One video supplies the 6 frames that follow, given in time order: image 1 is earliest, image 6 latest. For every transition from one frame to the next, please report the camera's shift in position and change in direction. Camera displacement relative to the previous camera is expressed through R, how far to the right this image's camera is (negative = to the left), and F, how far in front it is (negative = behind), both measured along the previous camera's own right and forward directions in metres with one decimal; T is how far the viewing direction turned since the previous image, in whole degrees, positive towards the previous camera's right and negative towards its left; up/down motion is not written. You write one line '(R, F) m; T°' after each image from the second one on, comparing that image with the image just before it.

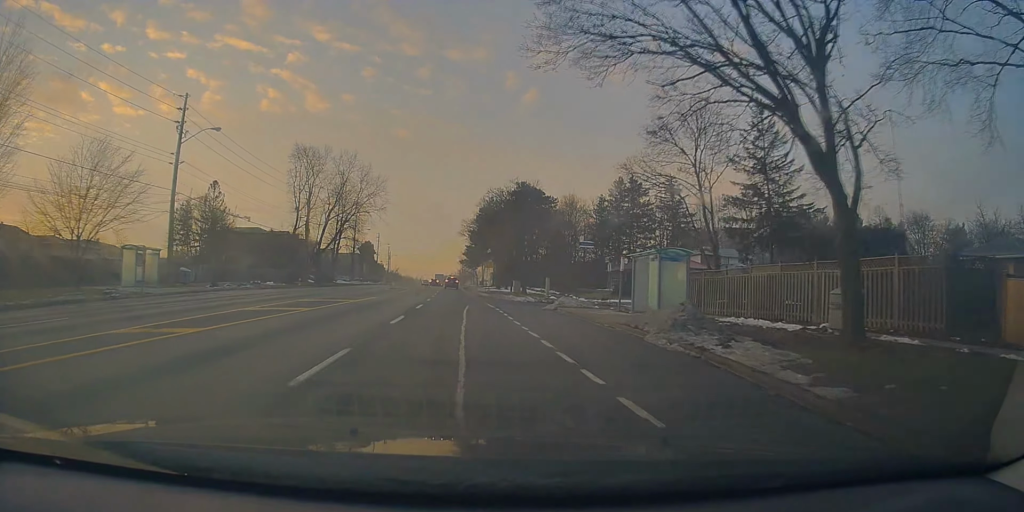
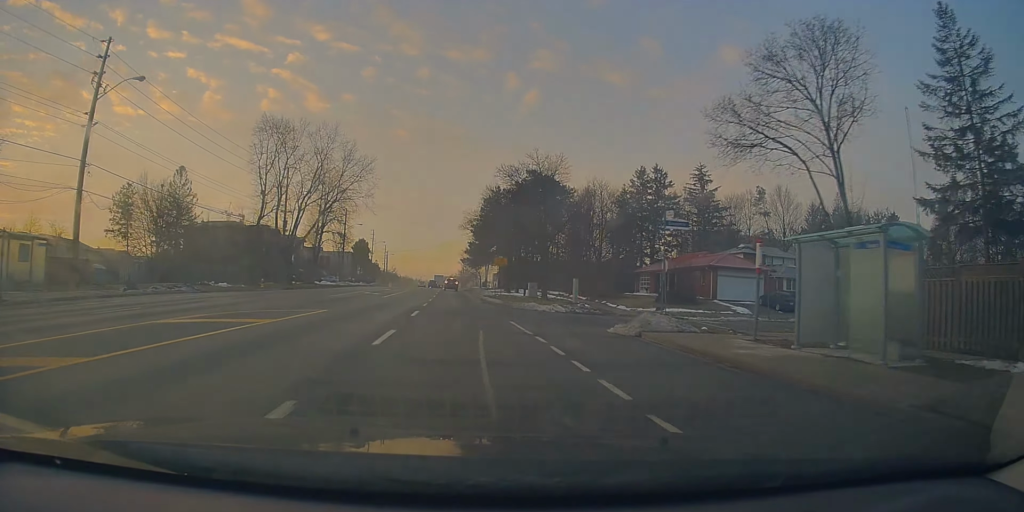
(-0.1, +12.3) m; -1°
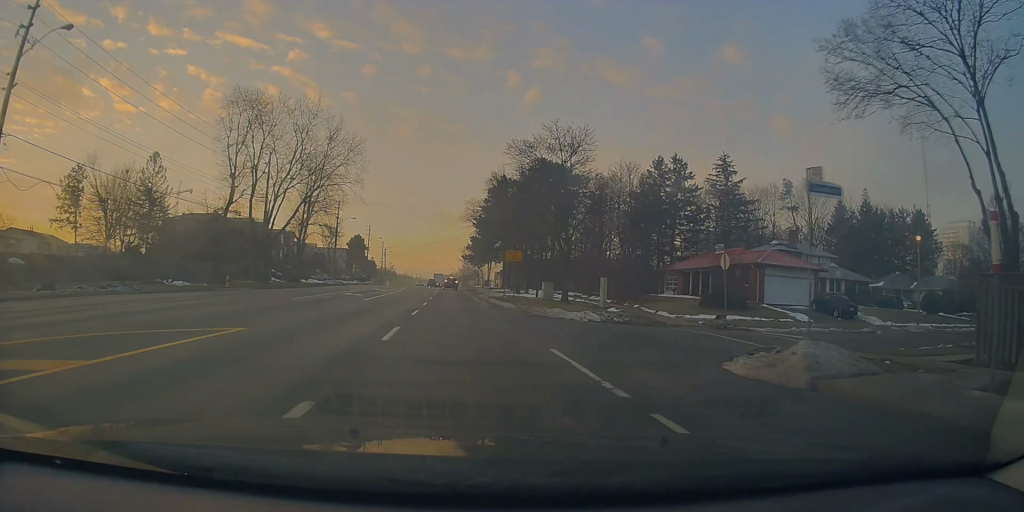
(0.0, +8.0) m; 0°
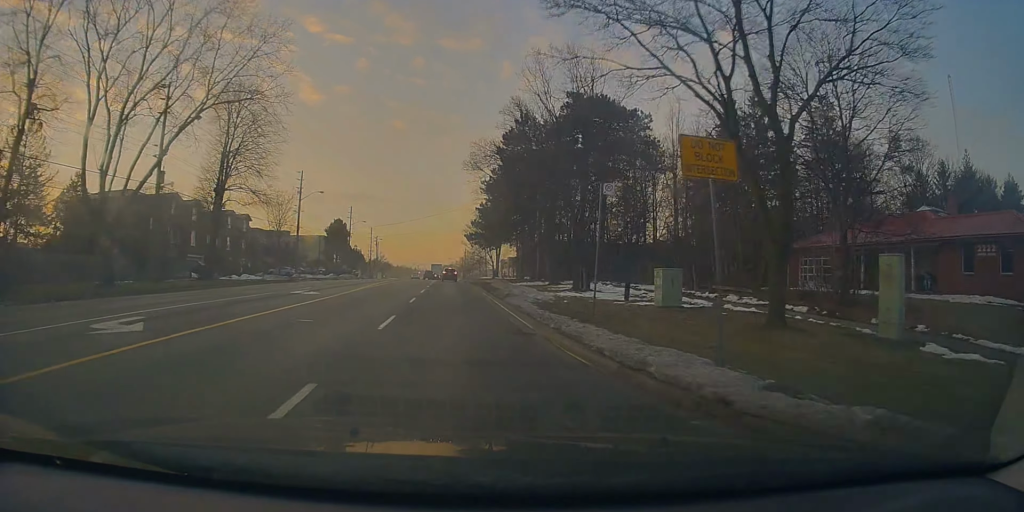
(+0.7, +25.0) m; +3°
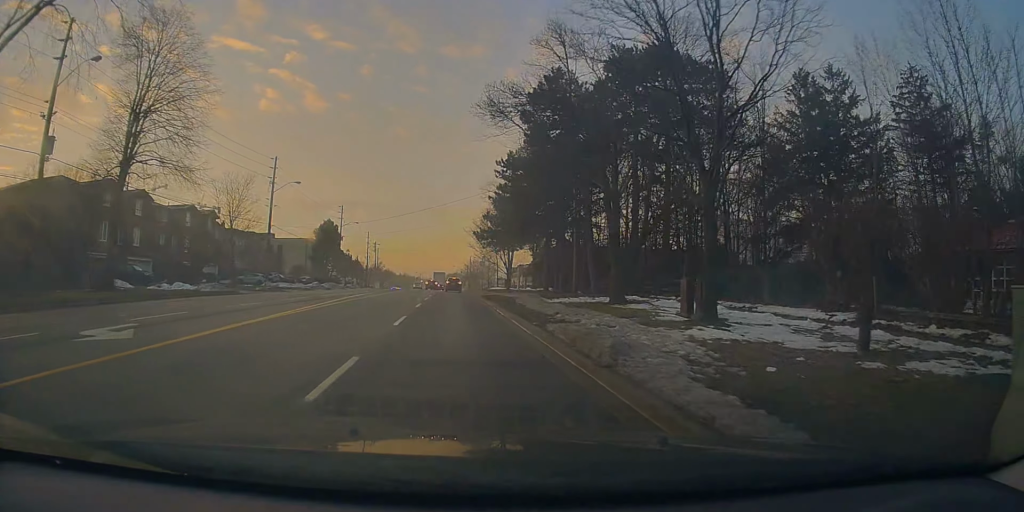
(-0.1, +14.4) m; -2°
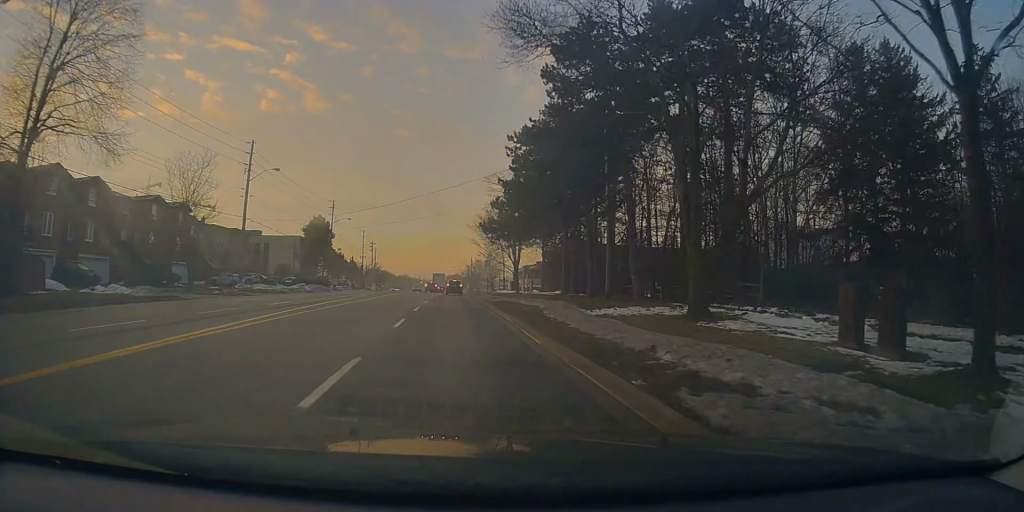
(-0.1, +8.5) m; 0°
